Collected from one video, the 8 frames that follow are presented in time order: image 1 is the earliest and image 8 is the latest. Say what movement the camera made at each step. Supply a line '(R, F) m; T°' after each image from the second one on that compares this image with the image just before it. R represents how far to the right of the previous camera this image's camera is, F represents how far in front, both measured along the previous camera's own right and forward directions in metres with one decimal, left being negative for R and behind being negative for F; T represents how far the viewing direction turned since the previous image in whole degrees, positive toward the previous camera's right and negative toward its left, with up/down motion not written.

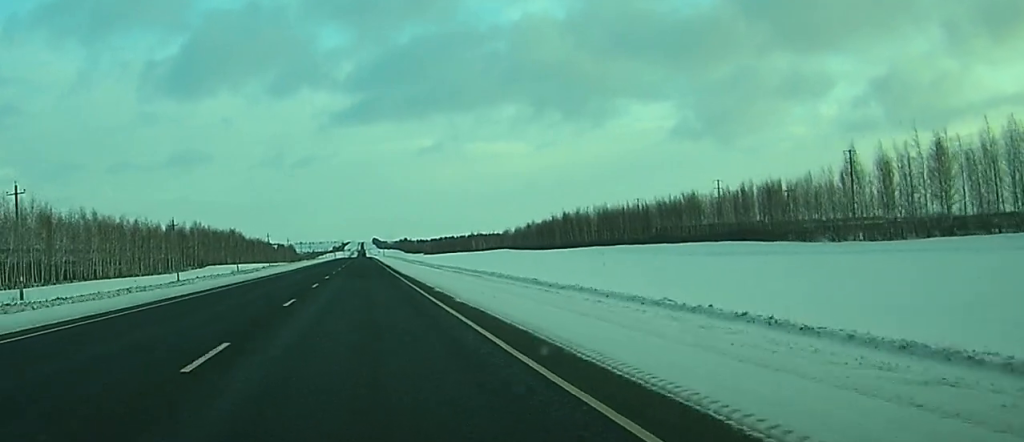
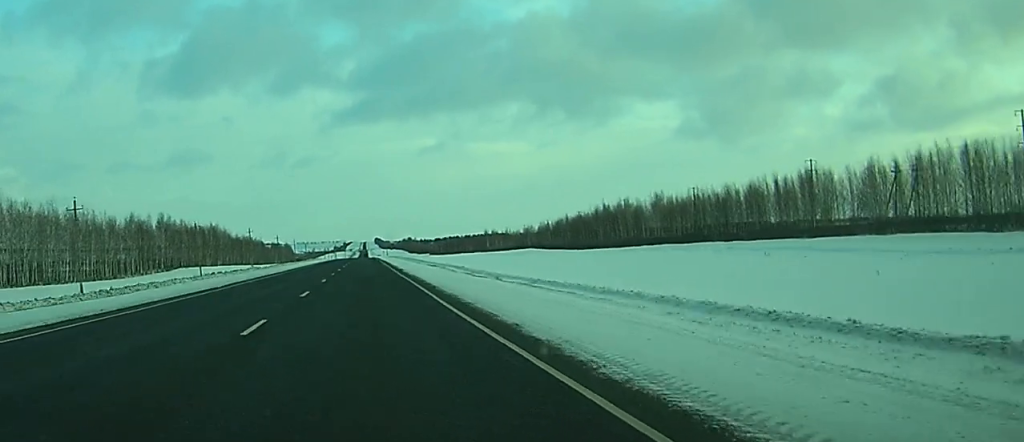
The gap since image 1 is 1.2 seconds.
(-0.2, +43.0) m; 0°
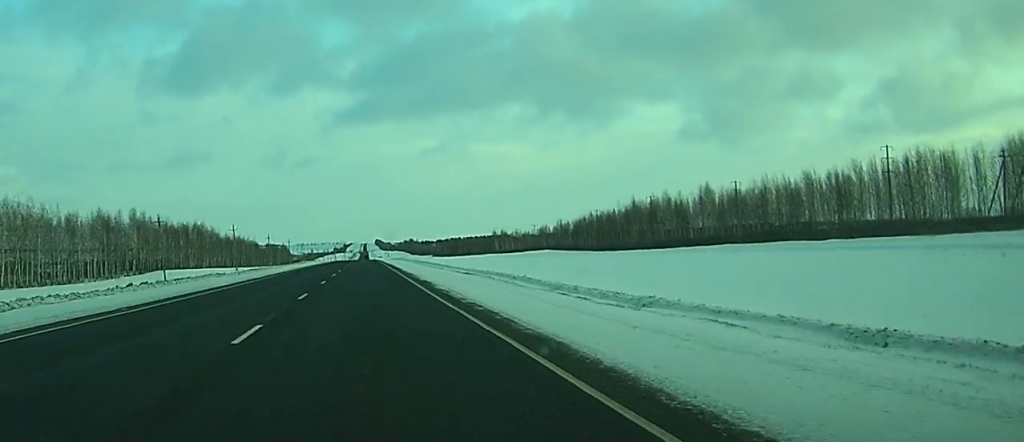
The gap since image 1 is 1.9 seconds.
(0.0, +25.2) m; 0°
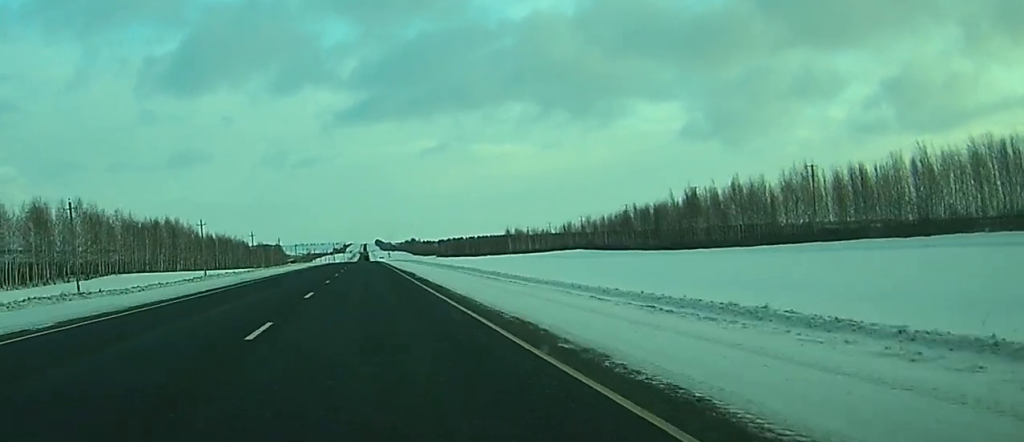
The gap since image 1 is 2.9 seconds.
(0.0, +34.8) m; 0°
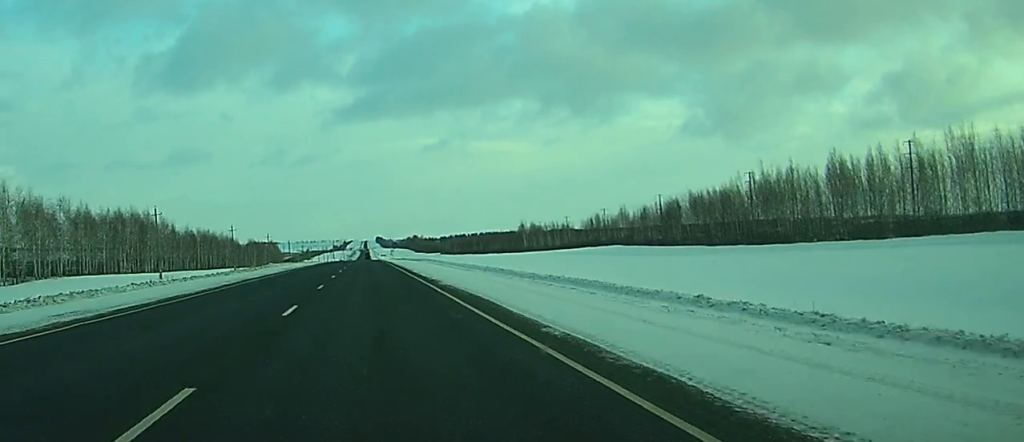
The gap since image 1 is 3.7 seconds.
(0.0, +31.1) m; 0°
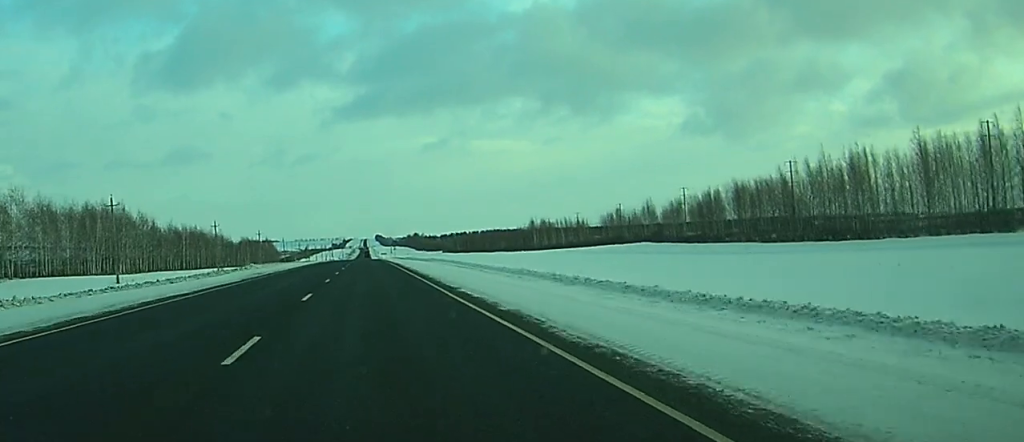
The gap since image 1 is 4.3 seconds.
(0.0, +19.1) m; 0°
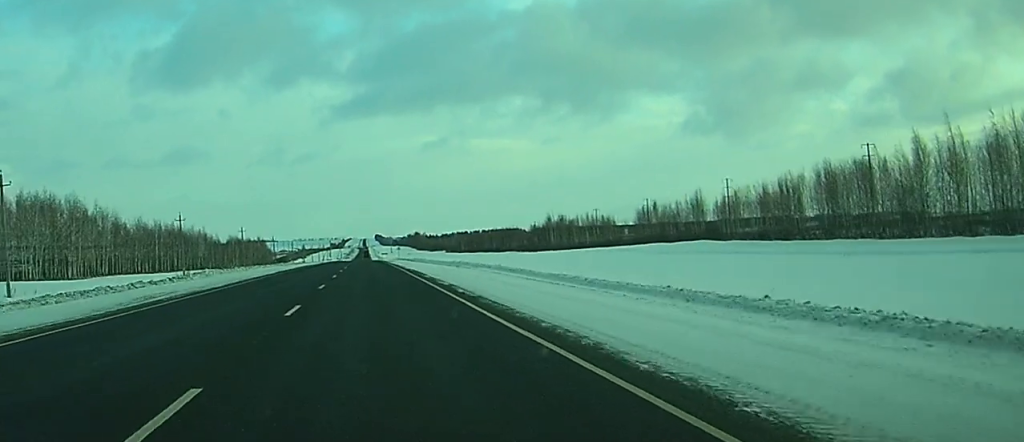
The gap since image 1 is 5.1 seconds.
(0.0, +28.6) m; 0°
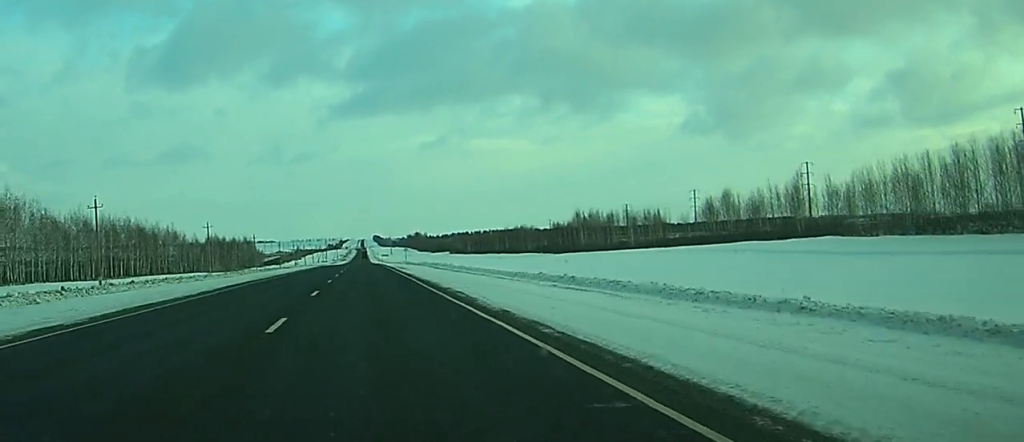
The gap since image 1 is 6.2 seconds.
(0.0, +39.1) m; 0°
